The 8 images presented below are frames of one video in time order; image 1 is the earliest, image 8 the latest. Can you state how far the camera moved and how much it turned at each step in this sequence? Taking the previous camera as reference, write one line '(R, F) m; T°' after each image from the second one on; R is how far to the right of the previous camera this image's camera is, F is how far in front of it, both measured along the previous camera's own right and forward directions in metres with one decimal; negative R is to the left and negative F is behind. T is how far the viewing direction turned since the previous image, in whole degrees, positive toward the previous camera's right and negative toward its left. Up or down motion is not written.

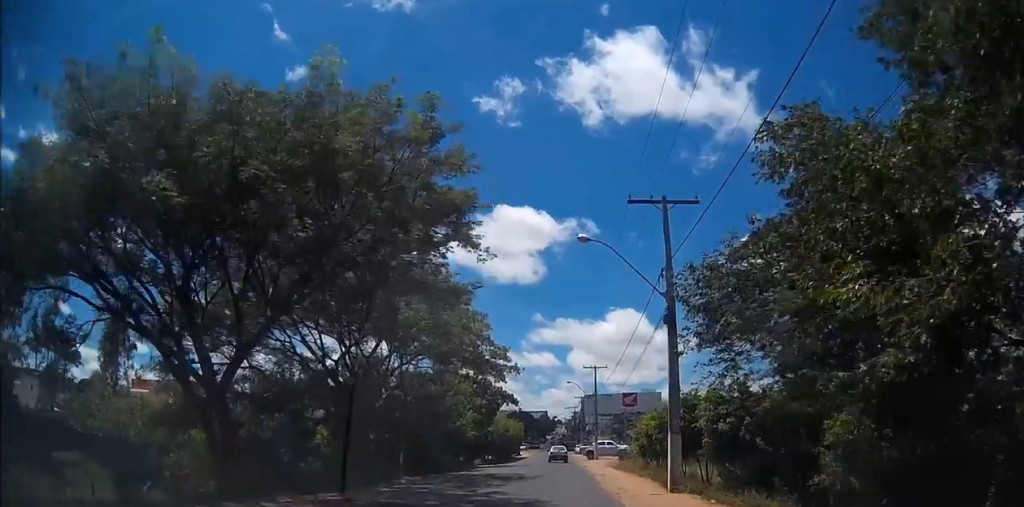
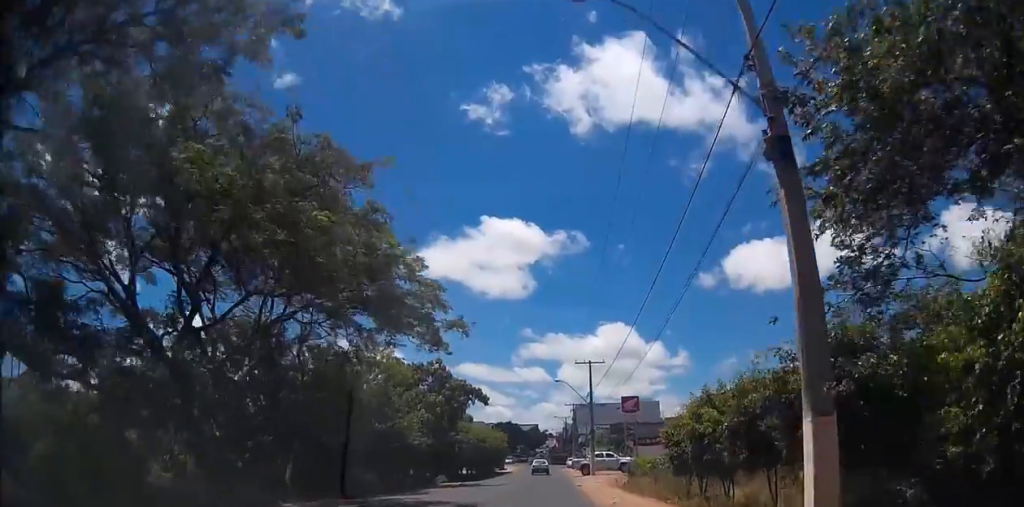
(-0.1, +11.1) m; +1°
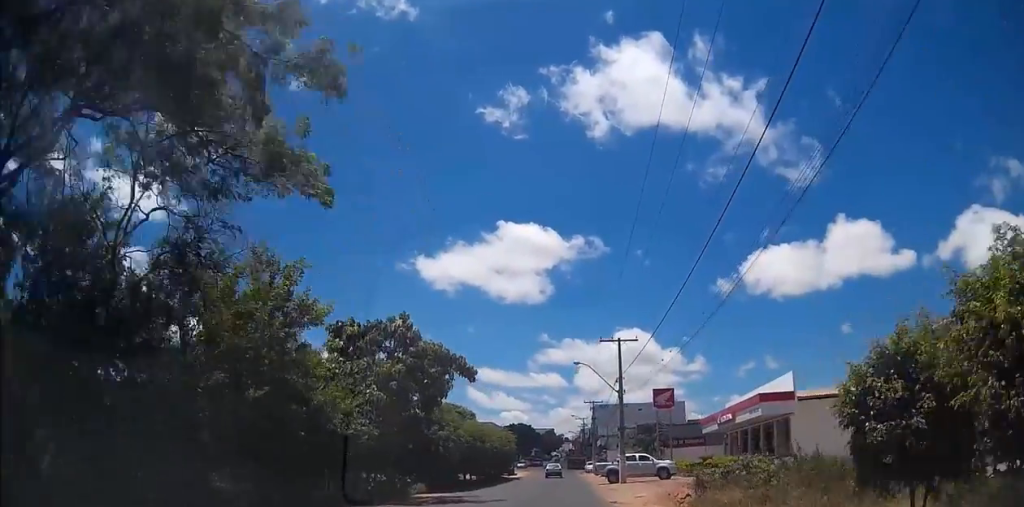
(+0.4, +10.9) m; 0°
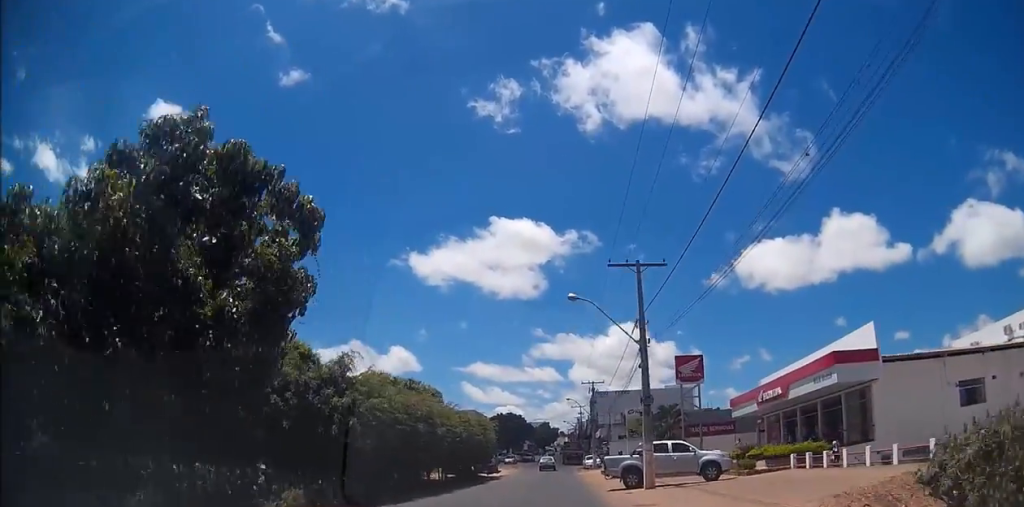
(-0.5, +13.8) m; -2°
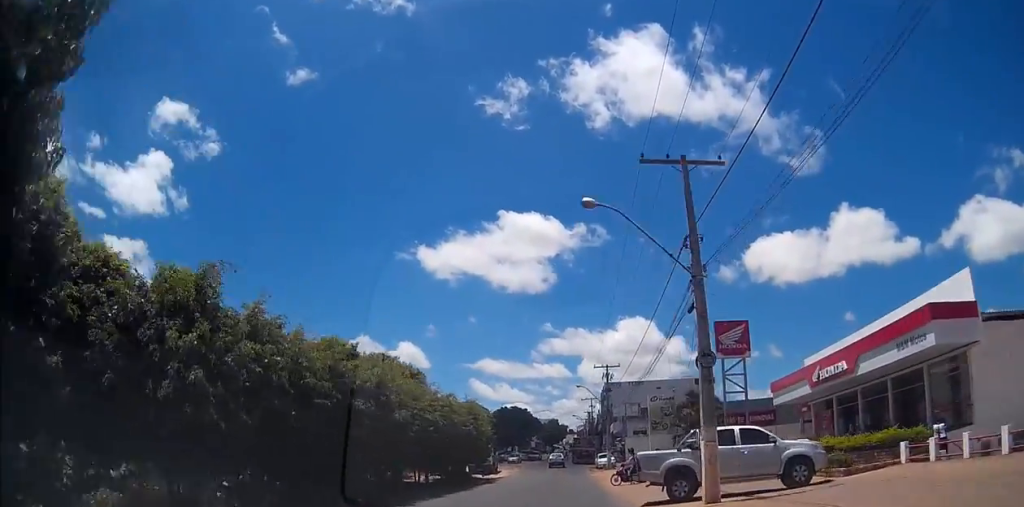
(0.0, +8.5) m; +1°
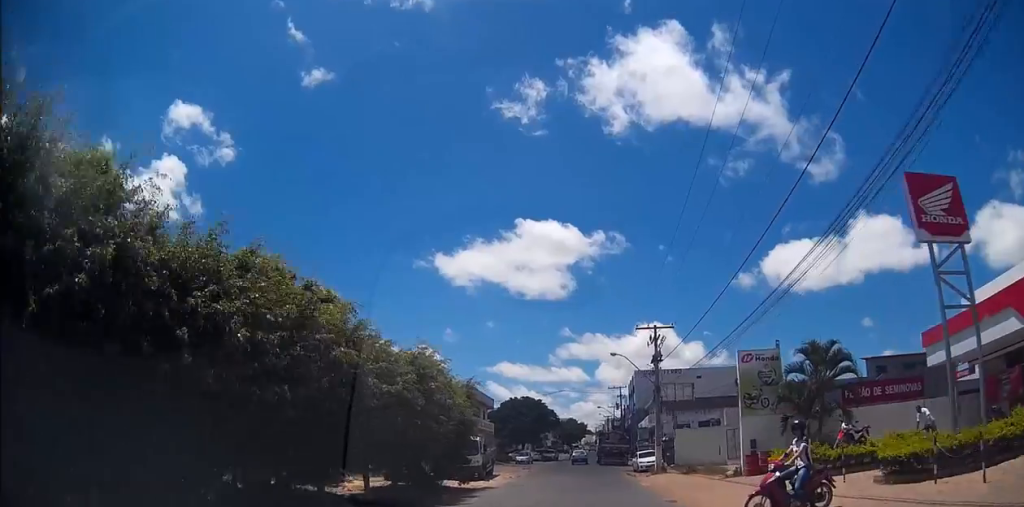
(-0.7, +18.1) m; -4°
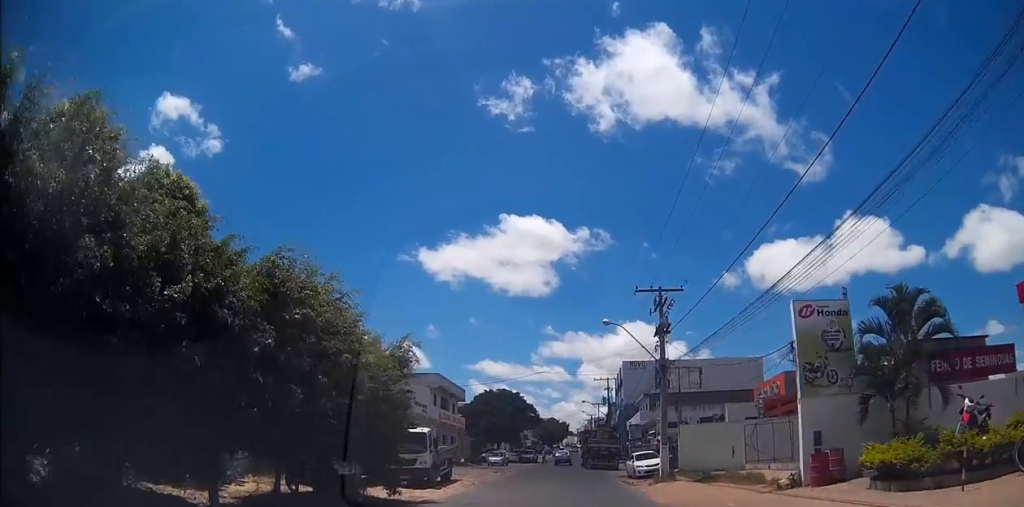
(+0.2, +8.6) m; 0°
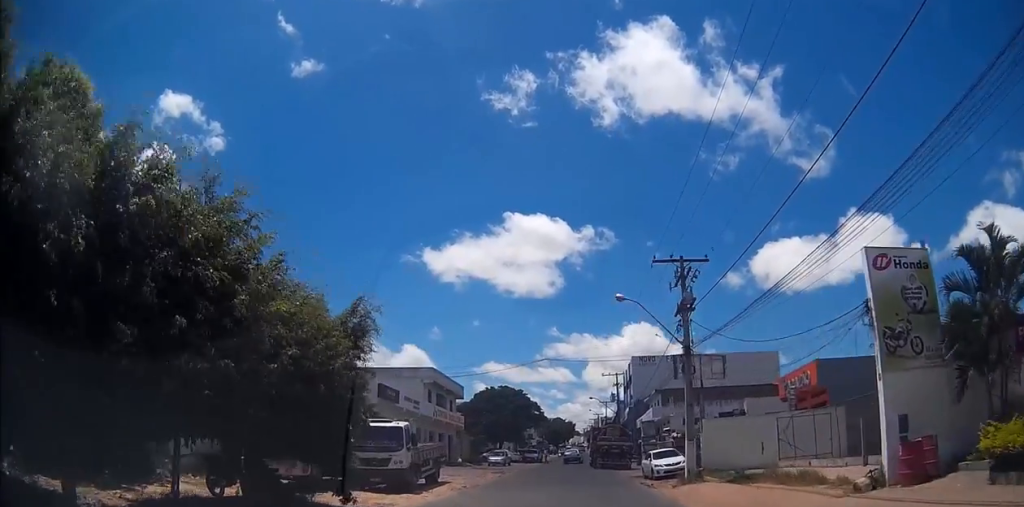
(+0.1, +4.6) m; 0°
